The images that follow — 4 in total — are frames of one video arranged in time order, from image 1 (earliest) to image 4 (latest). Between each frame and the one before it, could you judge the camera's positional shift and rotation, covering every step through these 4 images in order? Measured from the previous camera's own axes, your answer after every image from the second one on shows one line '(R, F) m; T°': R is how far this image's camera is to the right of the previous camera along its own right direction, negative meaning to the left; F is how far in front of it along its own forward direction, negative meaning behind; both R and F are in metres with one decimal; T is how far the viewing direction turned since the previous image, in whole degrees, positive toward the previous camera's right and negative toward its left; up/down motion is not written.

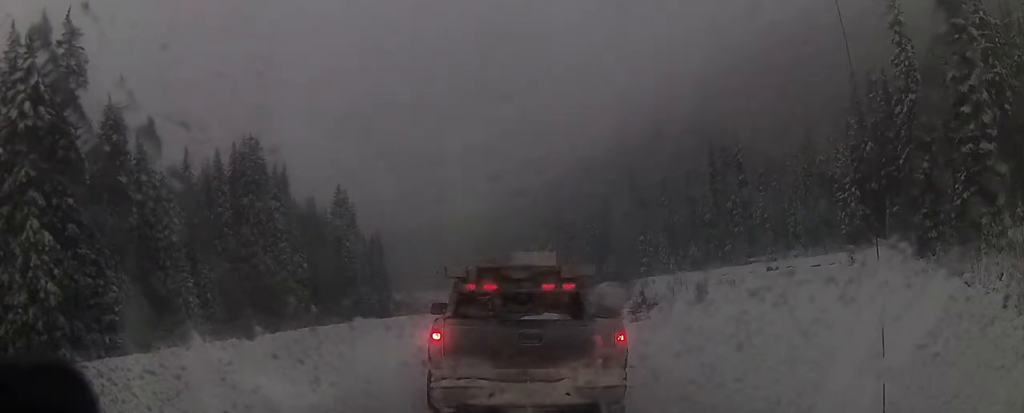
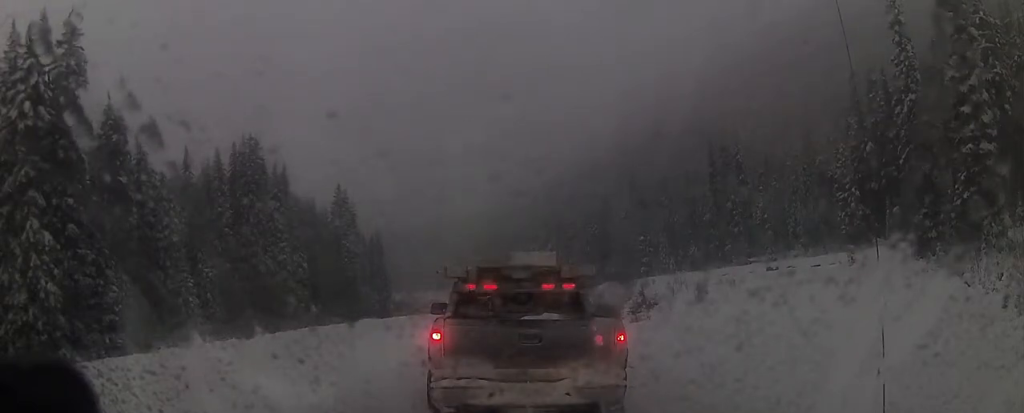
(0.0, 0.0) m; 0°
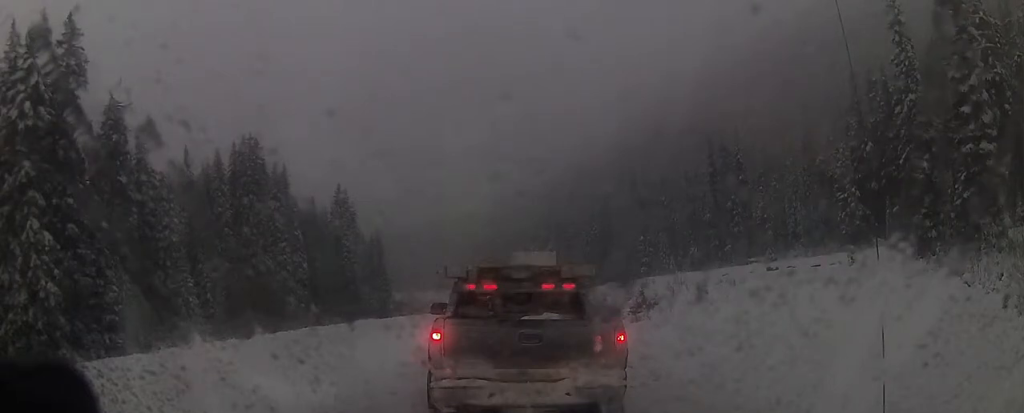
(0.0, 0.0) m; 0°
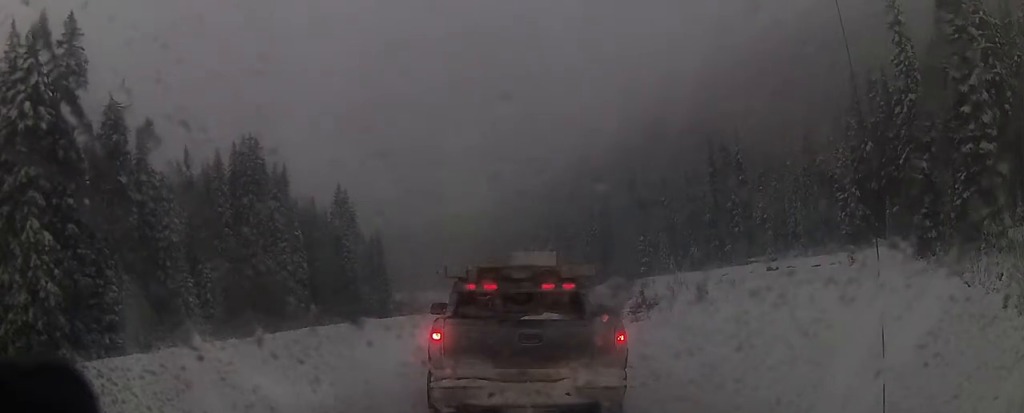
(0.0, 0.0) m; 0°
